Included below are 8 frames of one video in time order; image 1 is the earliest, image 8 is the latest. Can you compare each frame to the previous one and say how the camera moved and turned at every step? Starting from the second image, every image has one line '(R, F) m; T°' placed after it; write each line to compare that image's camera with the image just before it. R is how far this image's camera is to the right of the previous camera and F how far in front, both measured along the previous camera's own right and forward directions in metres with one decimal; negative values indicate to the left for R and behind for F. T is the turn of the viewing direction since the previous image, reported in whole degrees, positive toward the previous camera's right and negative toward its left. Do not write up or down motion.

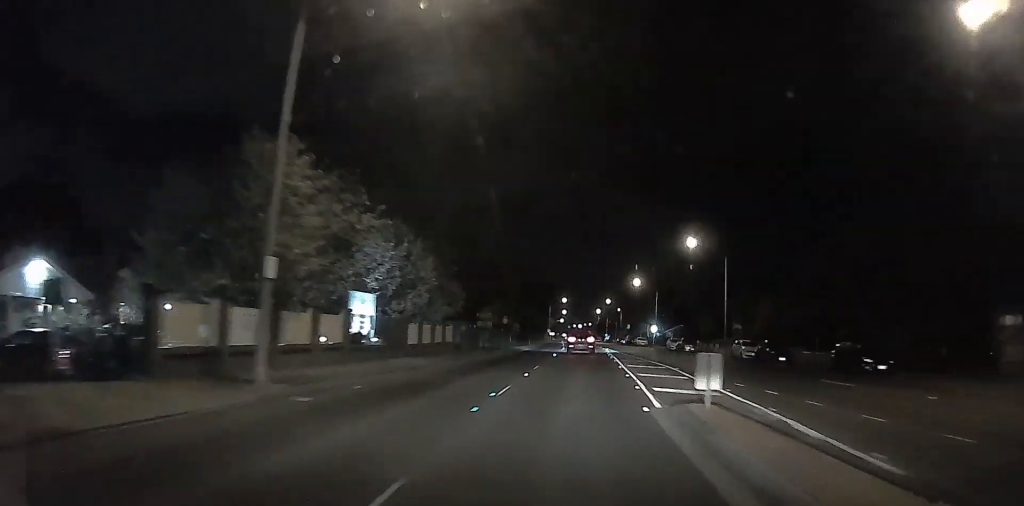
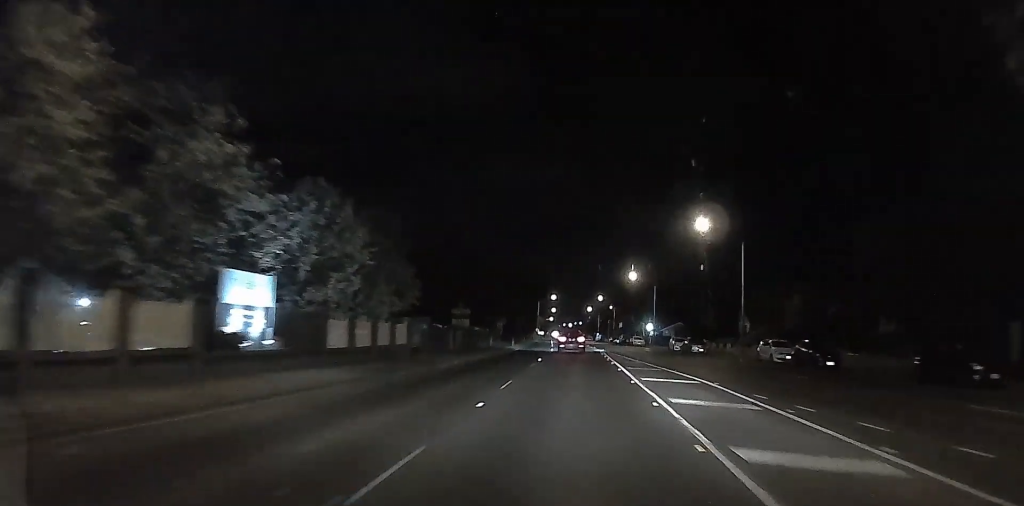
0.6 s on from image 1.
(0.0, +8.8) m; 0°
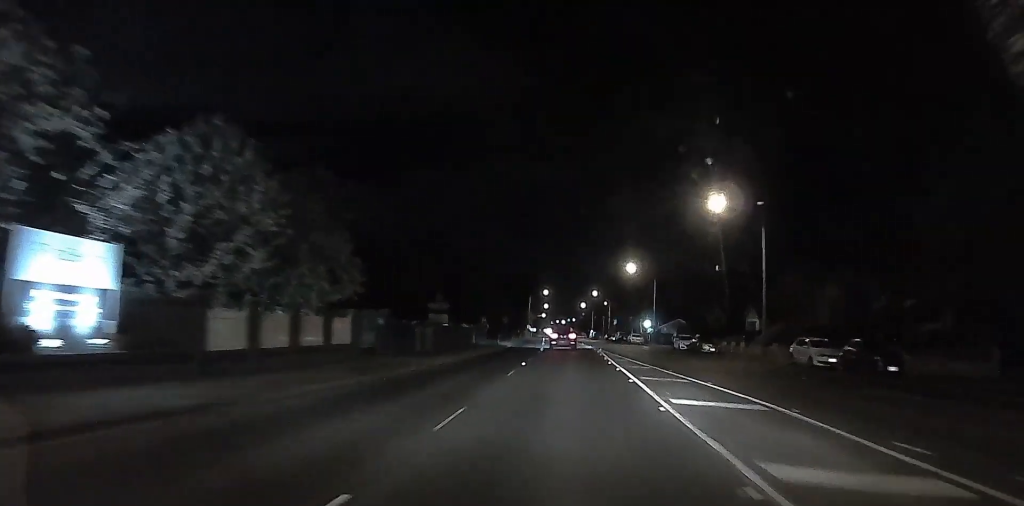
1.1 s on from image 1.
(0.0, +7.0) m; 0°
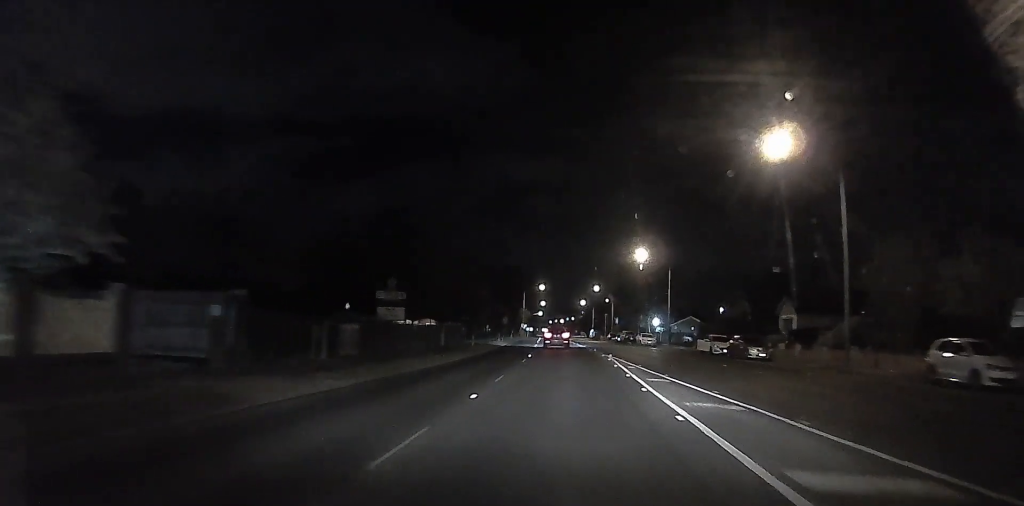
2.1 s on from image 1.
(0.0, +13.8) m; 0°
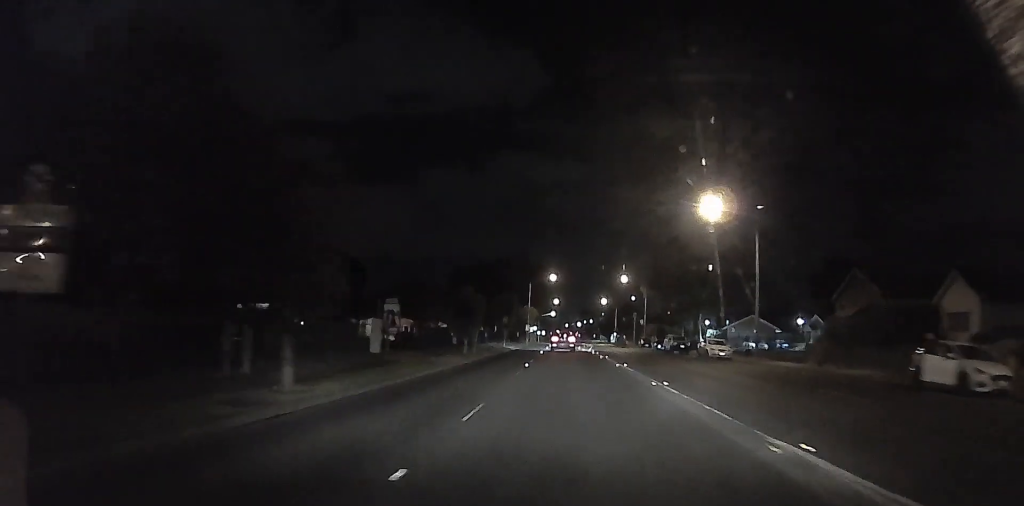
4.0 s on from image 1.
(0.0, +31.8) m; 0°
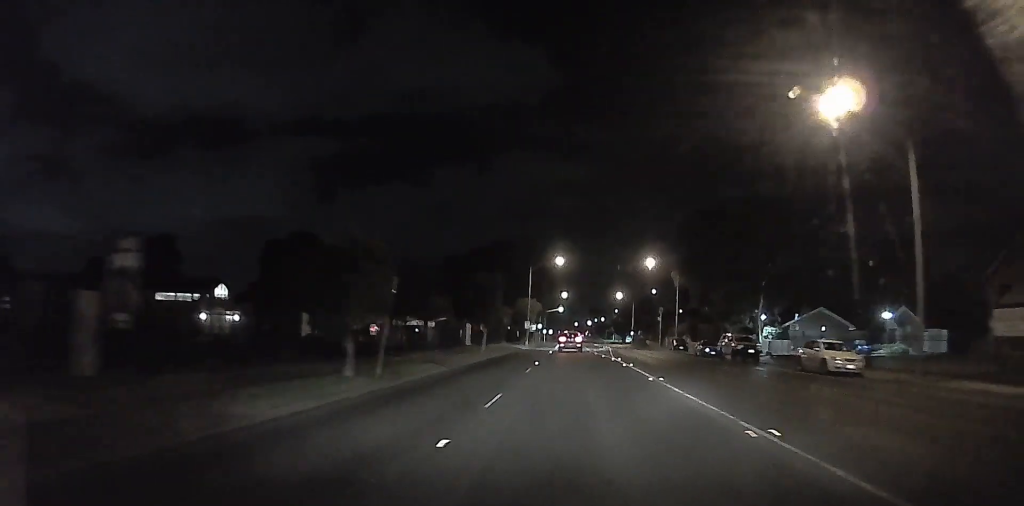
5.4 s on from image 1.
(+0.1, +23.3) m; +1°
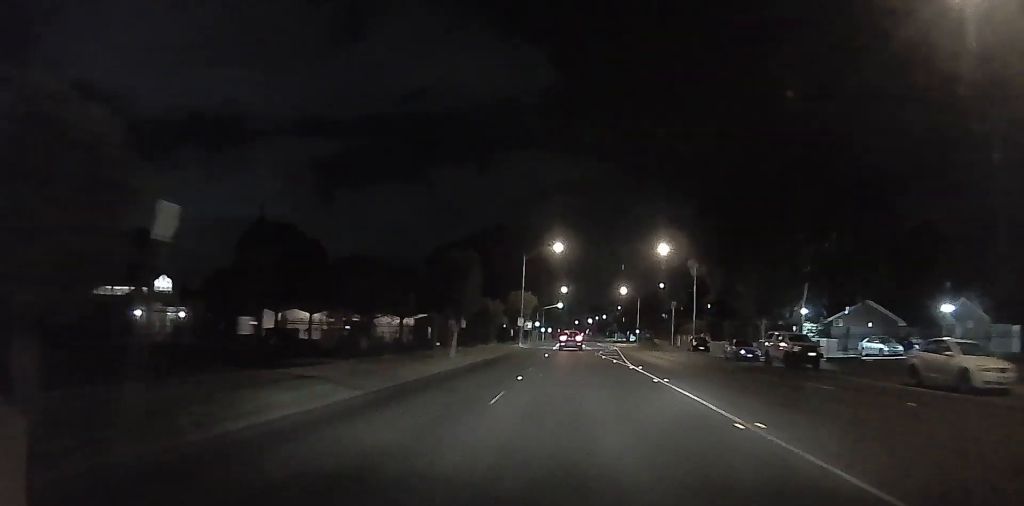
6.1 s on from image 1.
(+0.1, +11.5) m; 0°
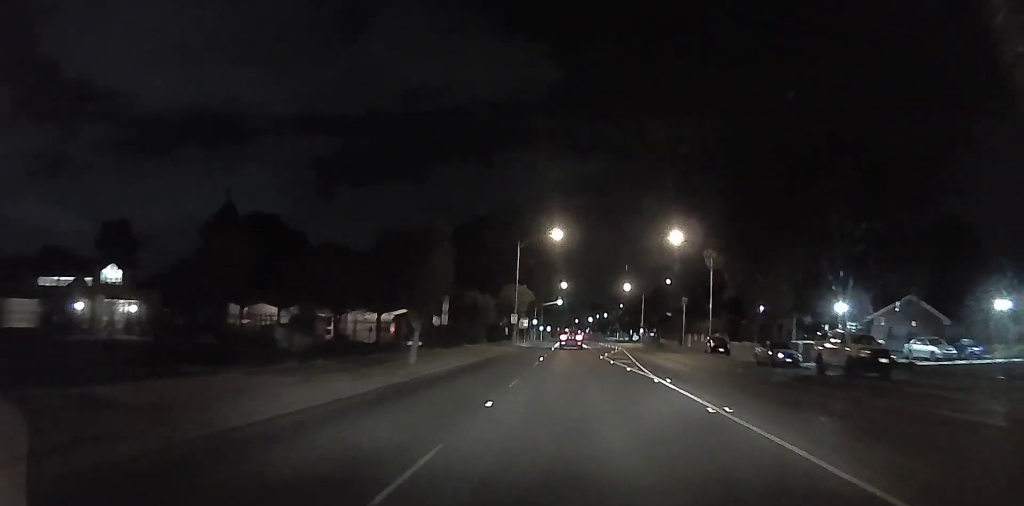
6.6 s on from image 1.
(0.0, +7.0) m; 0°
